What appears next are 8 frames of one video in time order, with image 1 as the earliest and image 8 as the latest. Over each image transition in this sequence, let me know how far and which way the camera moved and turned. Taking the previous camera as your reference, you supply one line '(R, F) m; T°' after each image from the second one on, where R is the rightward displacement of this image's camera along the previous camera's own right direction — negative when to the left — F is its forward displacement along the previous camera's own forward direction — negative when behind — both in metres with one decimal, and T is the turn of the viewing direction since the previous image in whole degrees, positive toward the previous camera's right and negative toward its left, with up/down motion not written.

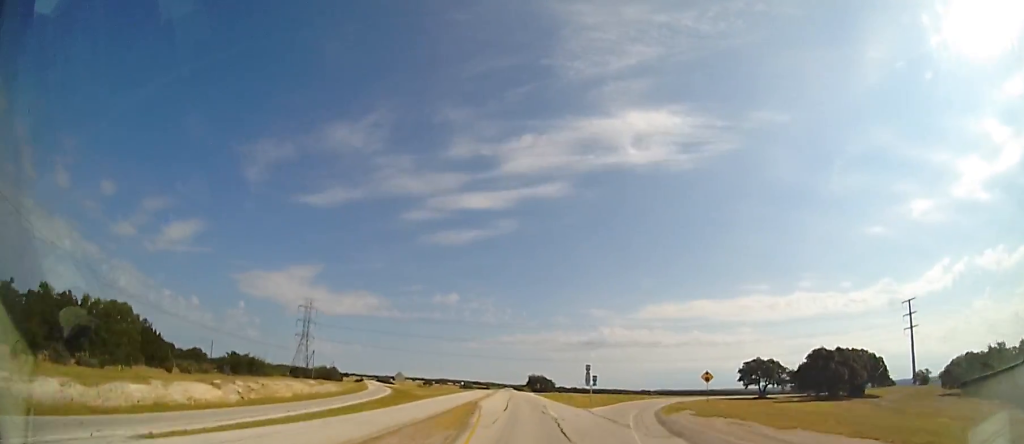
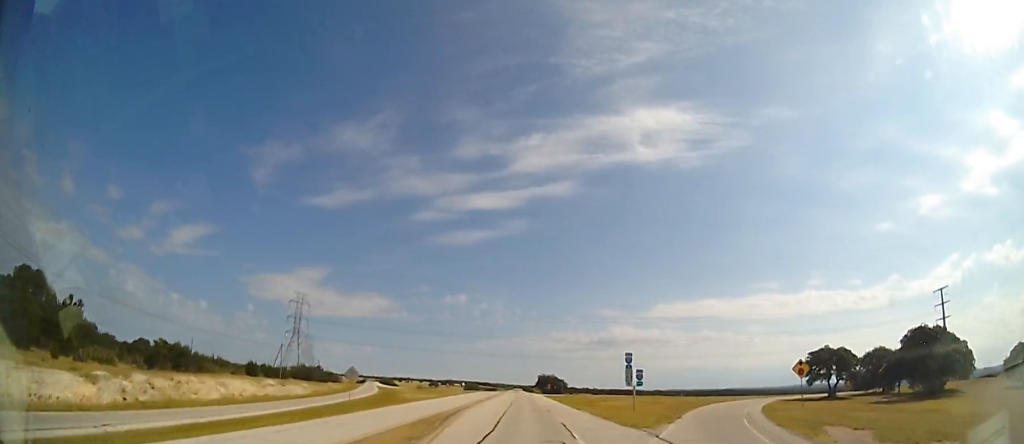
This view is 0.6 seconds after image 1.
(-0.2, +18.7) m; -2°
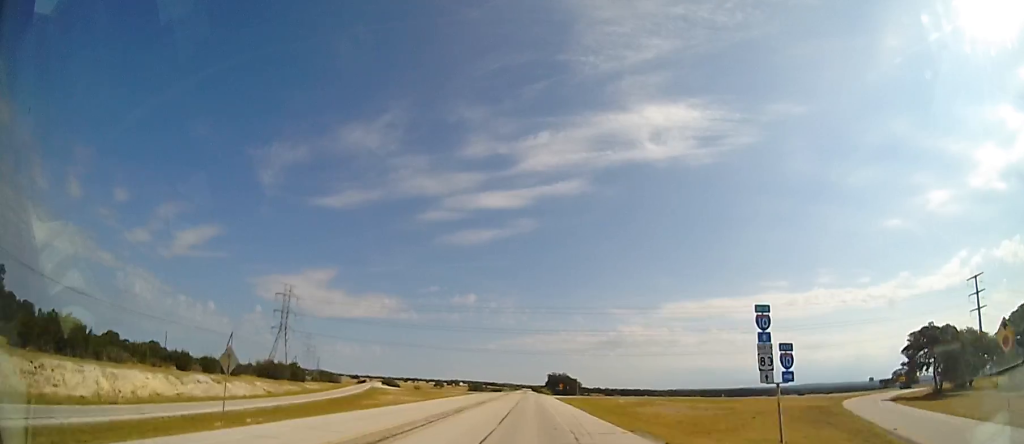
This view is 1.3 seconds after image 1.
(-0.3, +19.8) m; -1°
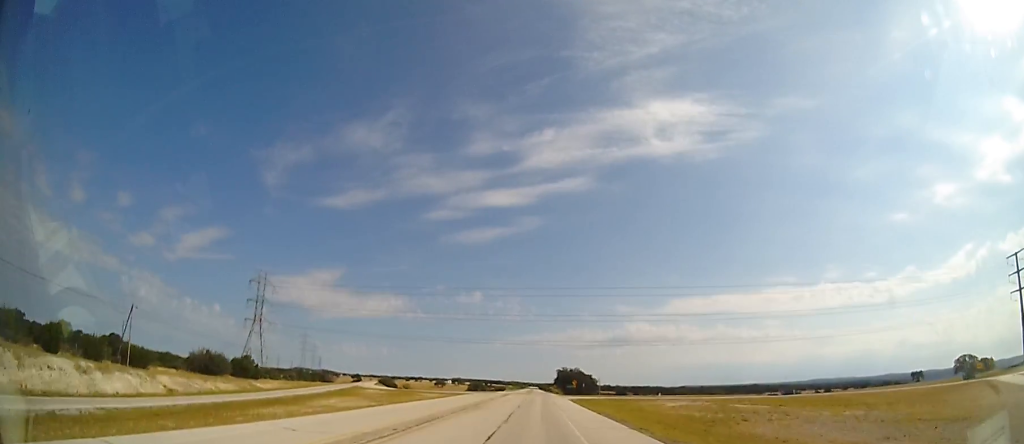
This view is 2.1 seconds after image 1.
(-0.4, +24.9) m; -1°
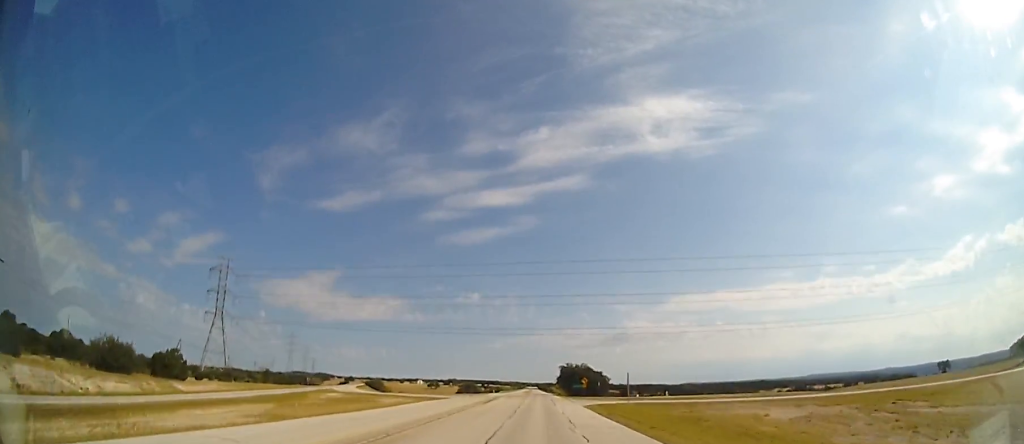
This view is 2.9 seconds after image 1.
(-0.2, +24.1) m; 0°
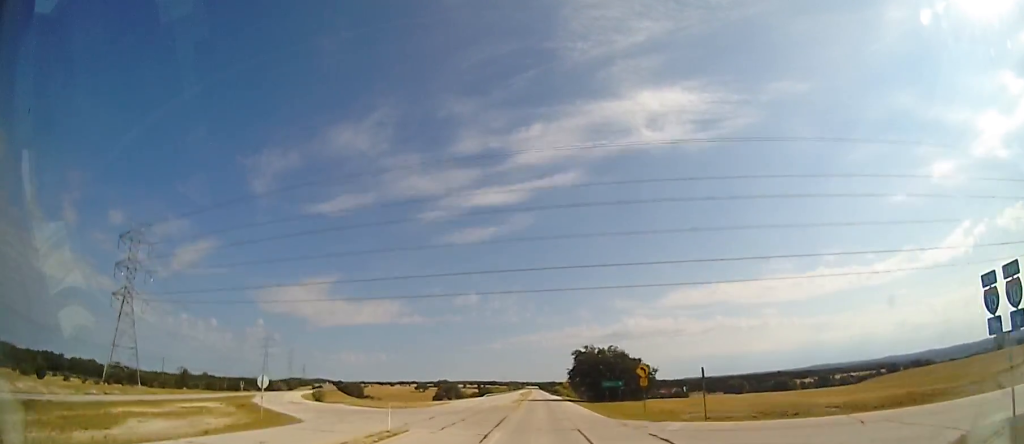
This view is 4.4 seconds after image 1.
(+0.1, +44.6) m; +1°
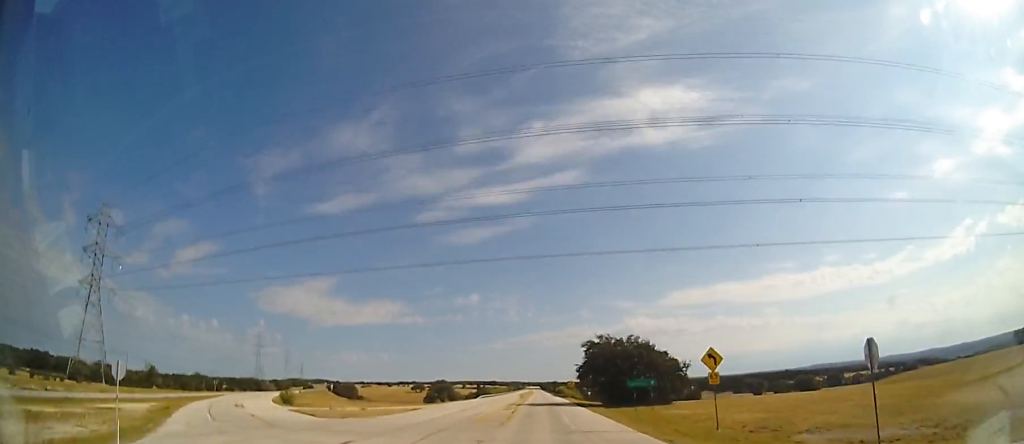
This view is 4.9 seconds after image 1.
(+0.1, +14.3) m; 0°
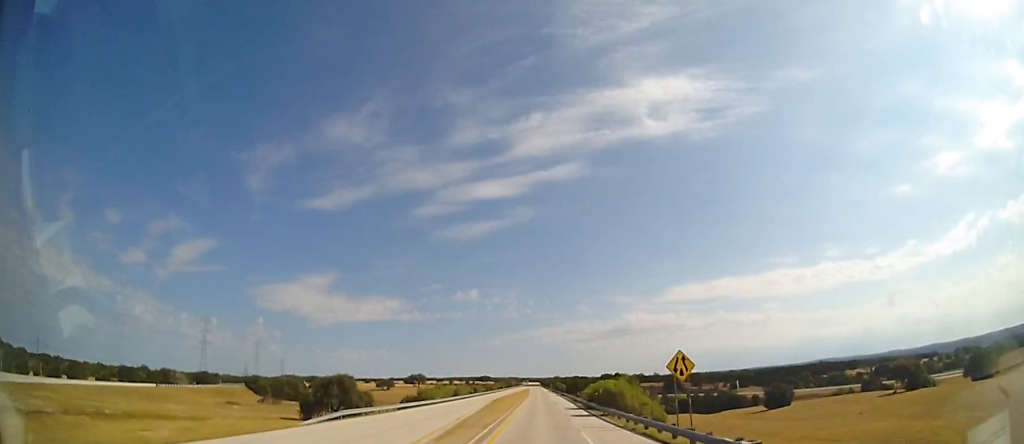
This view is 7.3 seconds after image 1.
(-0.5, +76.1) m; -1°
